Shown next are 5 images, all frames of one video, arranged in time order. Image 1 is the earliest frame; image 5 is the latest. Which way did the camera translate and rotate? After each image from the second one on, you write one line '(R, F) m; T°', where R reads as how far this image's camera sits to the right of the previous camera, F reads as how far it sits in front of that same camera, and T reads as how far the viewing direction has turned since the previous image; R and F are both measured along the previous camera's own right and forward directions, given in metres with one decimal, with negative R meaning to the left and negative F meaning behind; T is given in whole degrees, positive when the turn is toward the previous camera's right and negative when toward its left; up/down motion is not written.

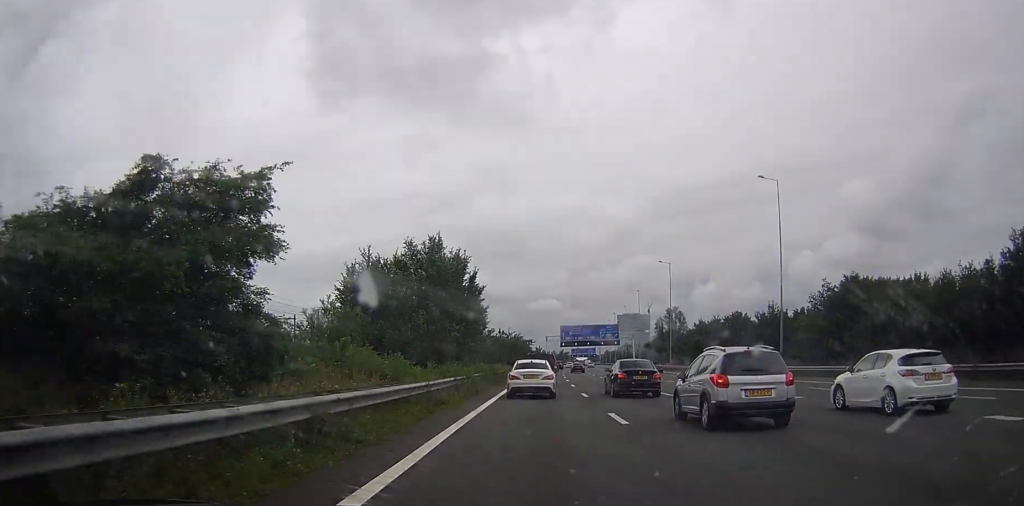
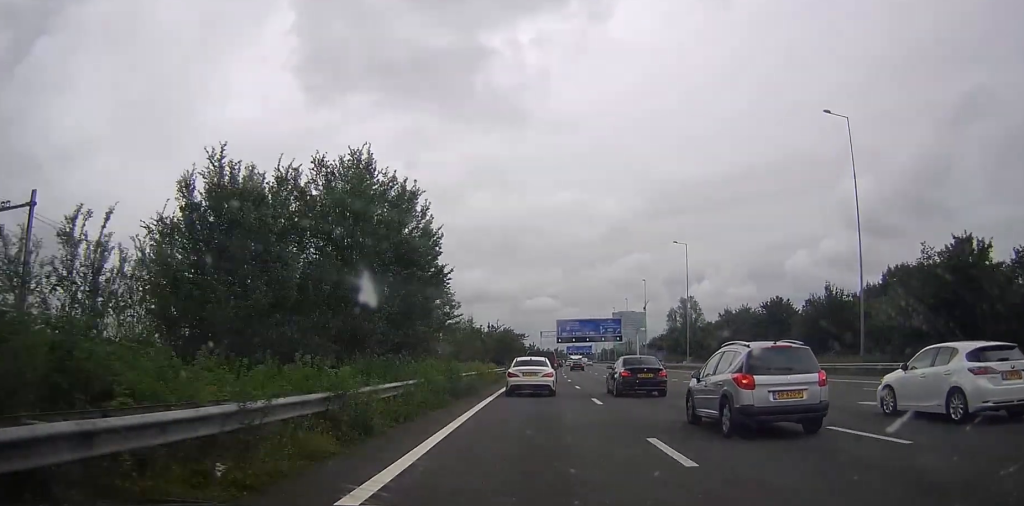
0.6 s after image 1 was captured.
(0.0, +18.2) m; 0°
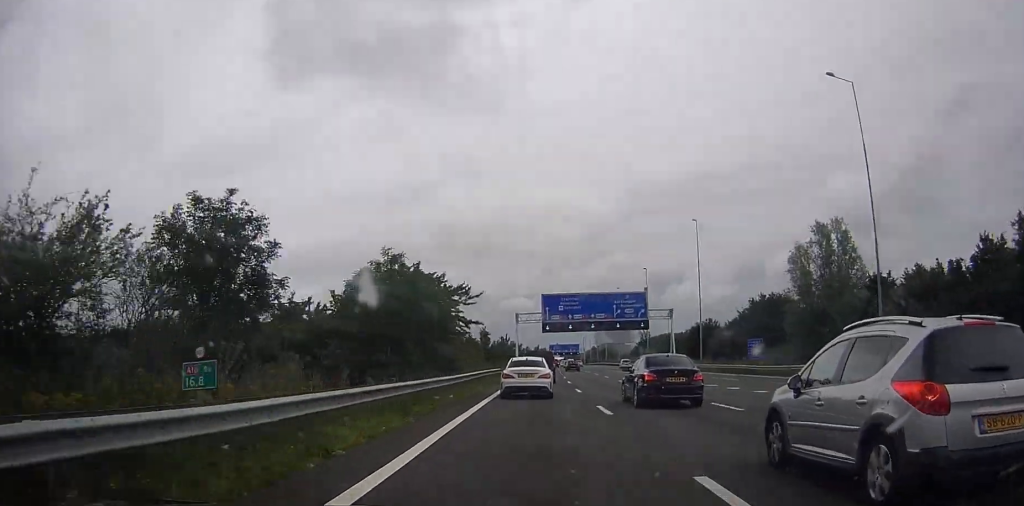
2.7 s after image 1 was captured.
(0.0, +63.4) m; 0°
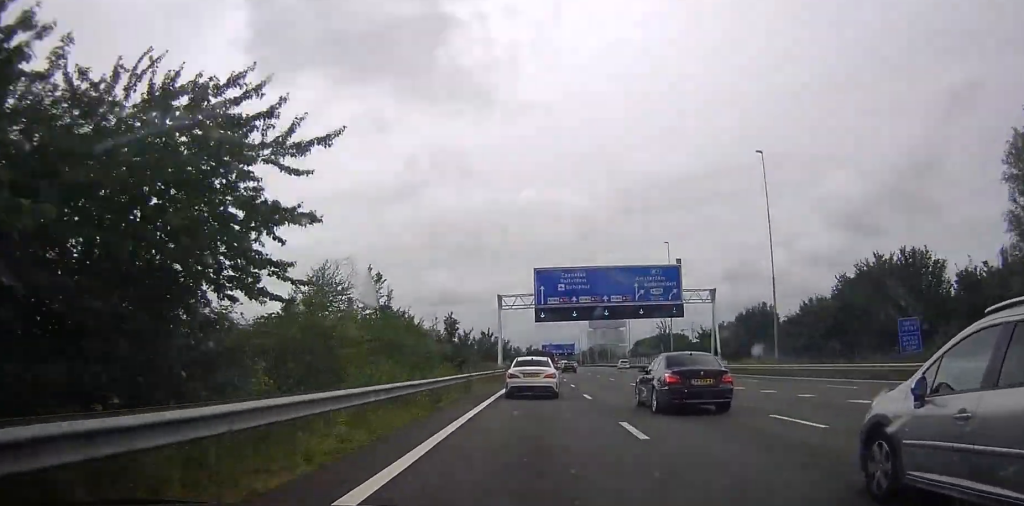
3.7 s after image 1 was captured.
(0.0, +29.0) m; 0°
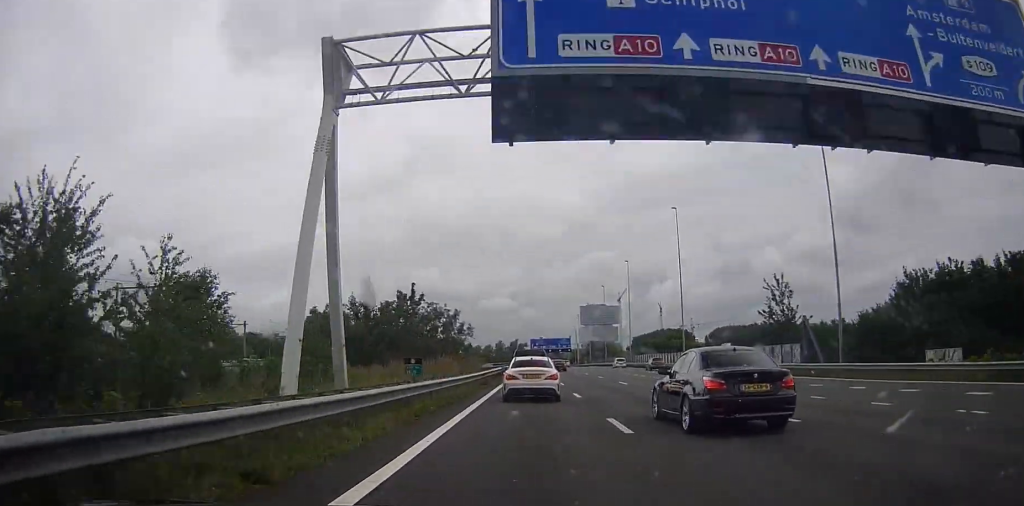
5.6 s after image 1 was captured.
(+0.1, +58.7) m; 0°
